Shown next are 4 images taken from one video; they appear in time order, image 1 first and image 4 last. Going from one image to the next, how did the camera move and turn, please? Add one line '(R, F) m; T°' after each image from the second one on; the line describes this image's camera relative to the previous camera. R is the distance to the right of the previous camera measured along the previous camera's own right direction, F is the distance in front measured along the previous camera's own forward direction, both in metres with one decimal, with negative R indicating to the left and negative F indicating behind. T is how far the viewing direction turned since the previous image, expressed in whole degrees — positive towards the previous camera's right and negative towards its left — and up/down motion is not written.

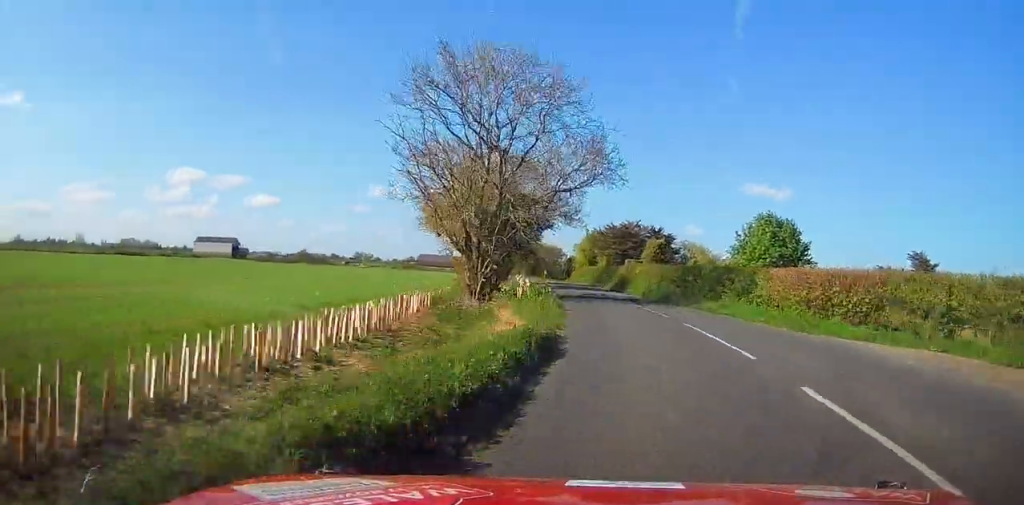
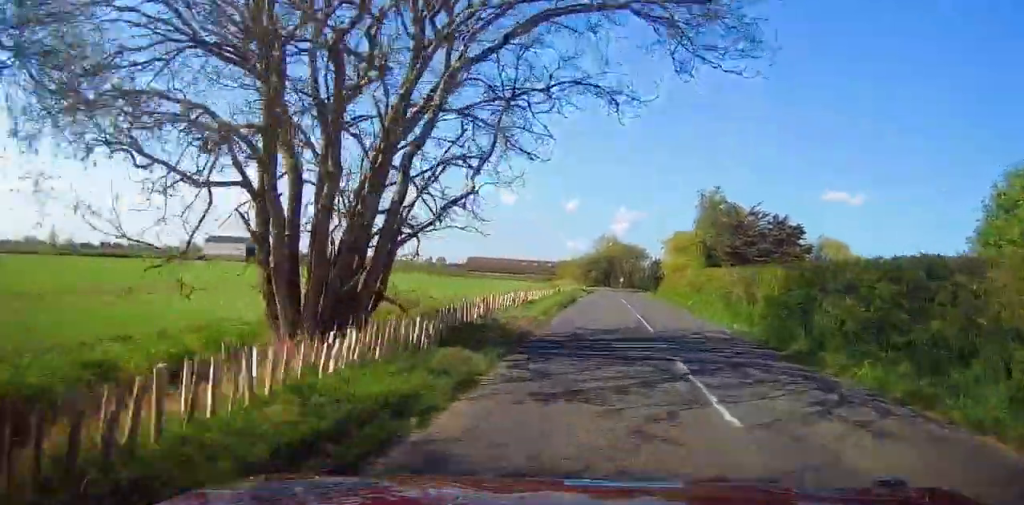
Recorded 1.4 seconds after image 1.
(-5.8, +45.1) m; -12°
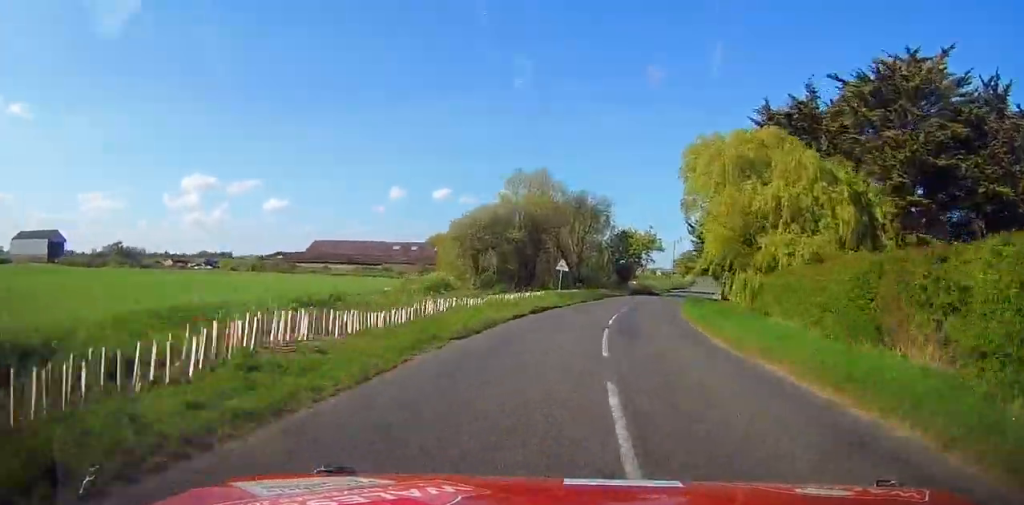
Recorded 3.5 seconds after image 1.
(-1.0, +69.6) m; +4°
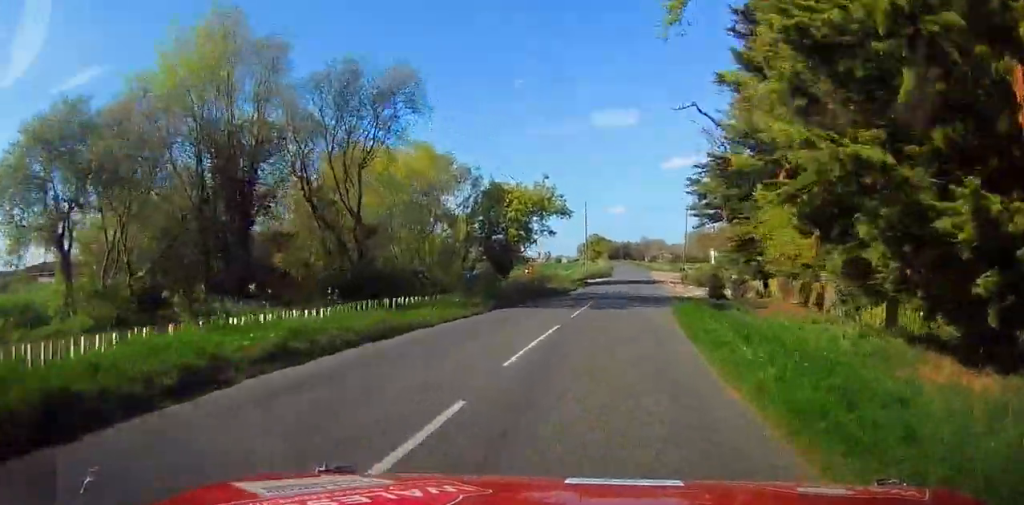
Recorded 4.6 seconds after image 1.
(+1.7, +36.6) m; +6°
